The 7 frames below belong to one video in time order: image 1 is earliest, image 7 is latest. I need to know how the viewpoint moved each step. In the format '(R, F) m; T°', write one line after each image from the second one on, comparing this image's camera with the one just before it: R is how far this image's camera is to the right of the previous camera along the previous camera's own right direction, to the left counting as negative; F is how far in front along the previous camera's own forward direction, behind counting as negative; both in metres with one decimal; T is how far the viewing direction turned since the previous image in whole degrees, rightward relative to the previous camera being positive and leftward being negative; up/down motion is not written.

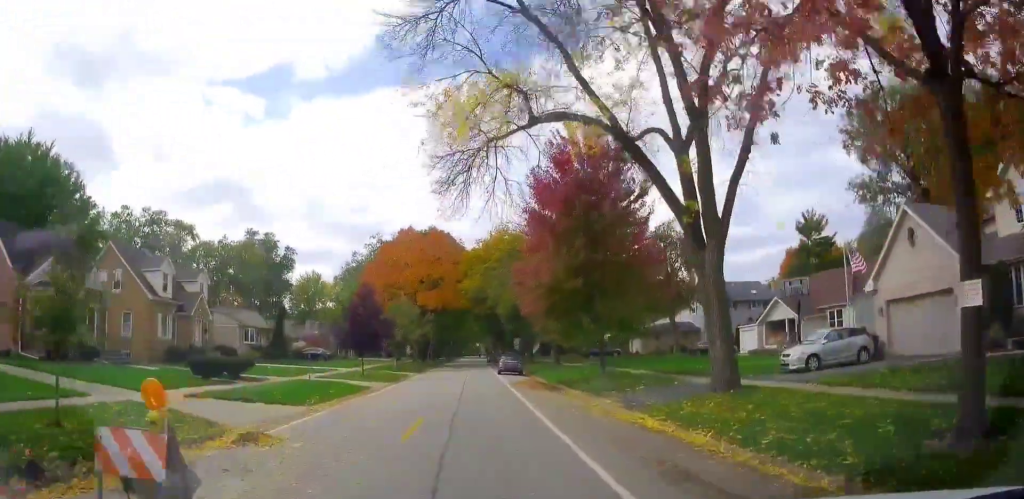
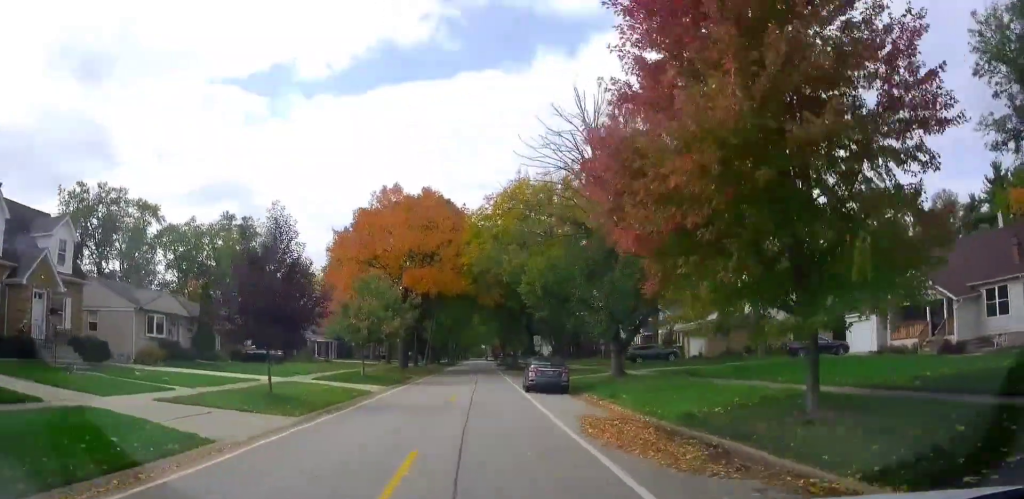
(0.0, +17.7) m; +1°
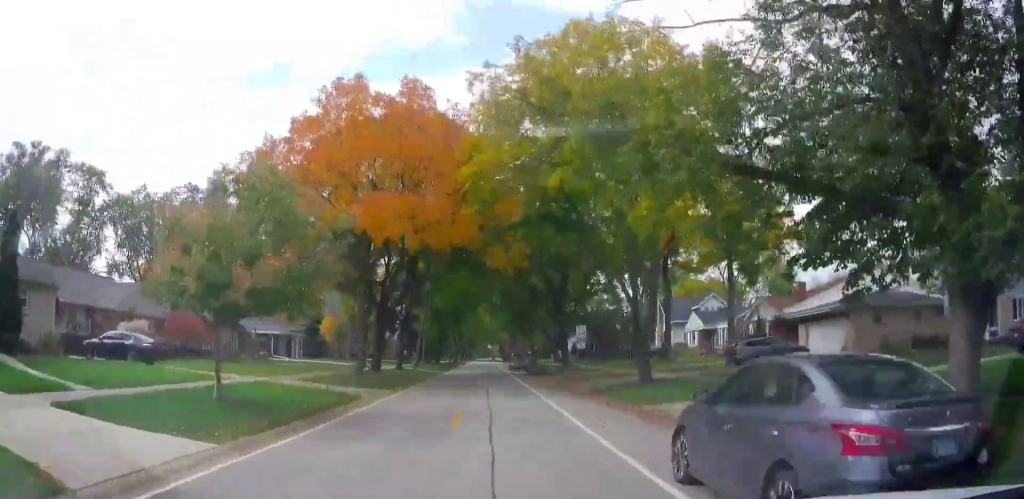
(+0.4, +20.5) m; 0°
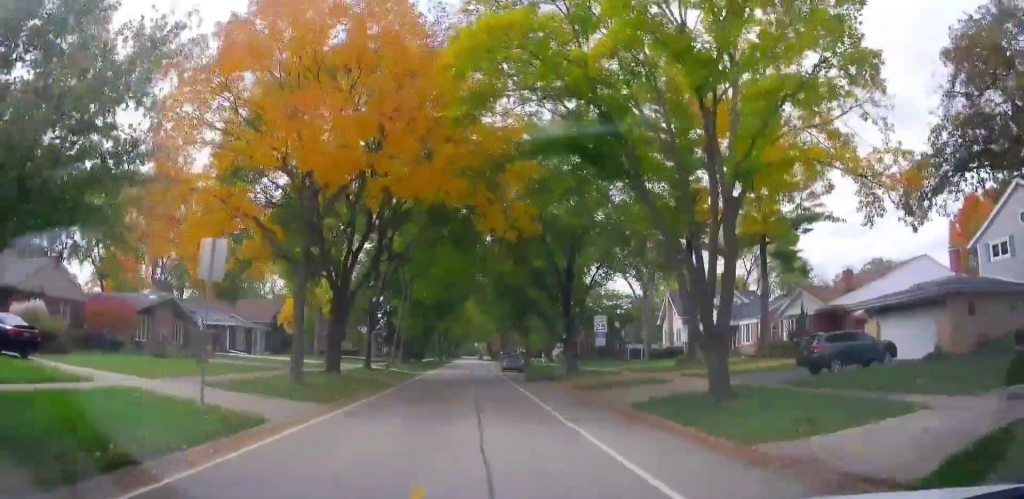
(0.0, +8.4) m; -1°
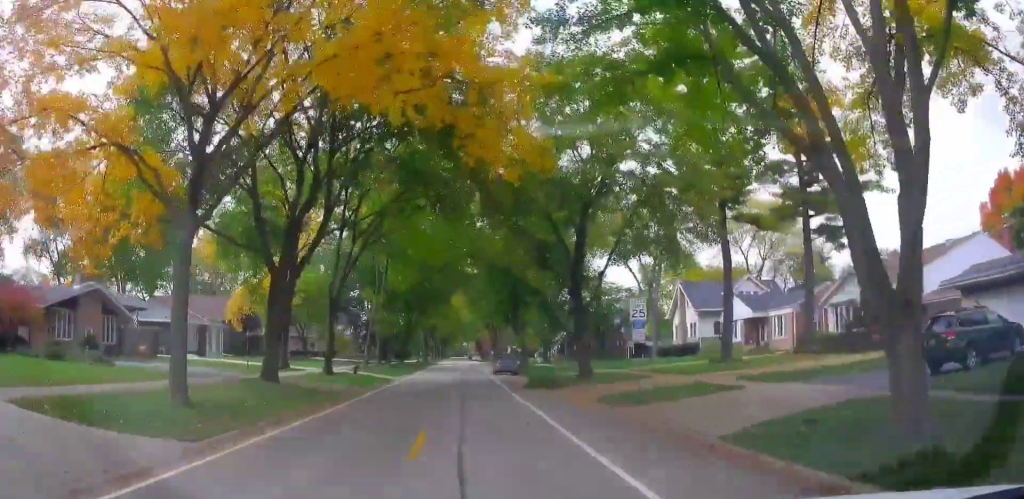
(0.0, +7.9) m; -2°
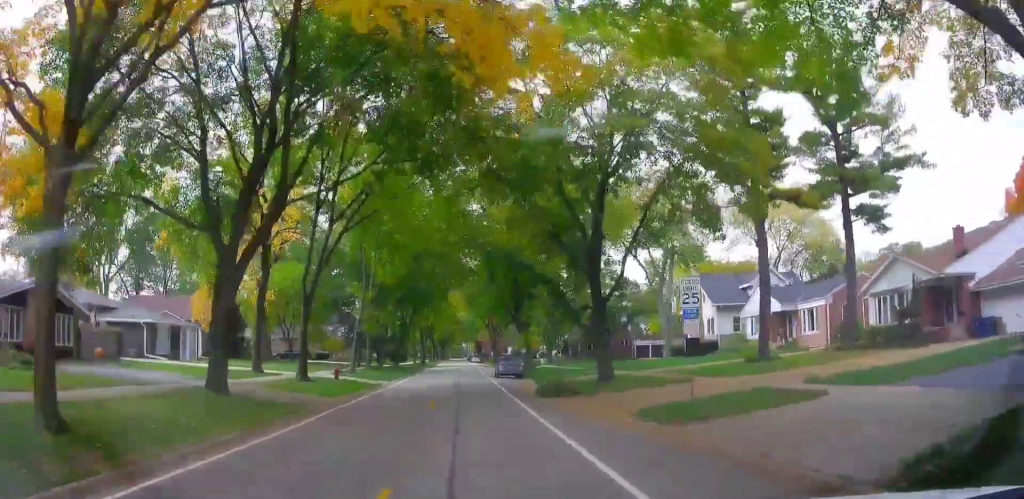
(-0.1, +4.7) m; -1°
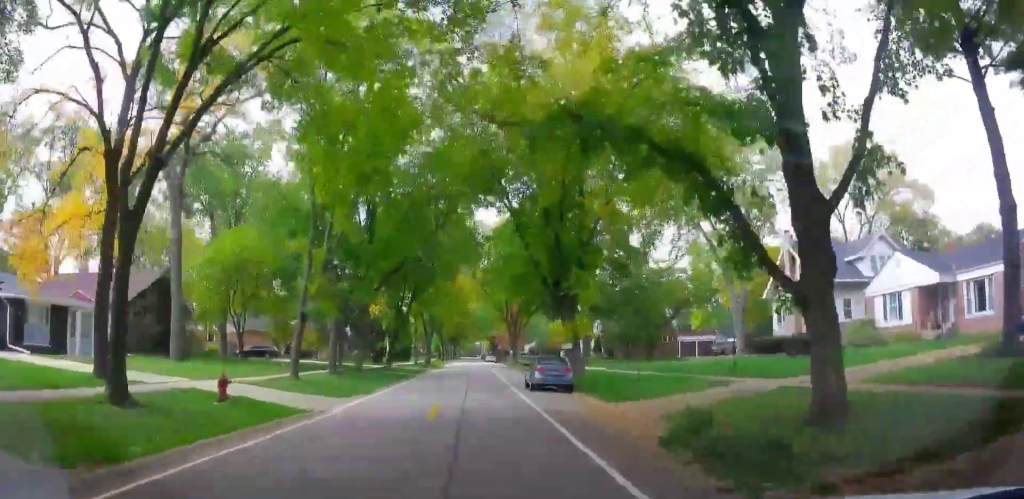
(-0.3, +15.2) m; -1°
